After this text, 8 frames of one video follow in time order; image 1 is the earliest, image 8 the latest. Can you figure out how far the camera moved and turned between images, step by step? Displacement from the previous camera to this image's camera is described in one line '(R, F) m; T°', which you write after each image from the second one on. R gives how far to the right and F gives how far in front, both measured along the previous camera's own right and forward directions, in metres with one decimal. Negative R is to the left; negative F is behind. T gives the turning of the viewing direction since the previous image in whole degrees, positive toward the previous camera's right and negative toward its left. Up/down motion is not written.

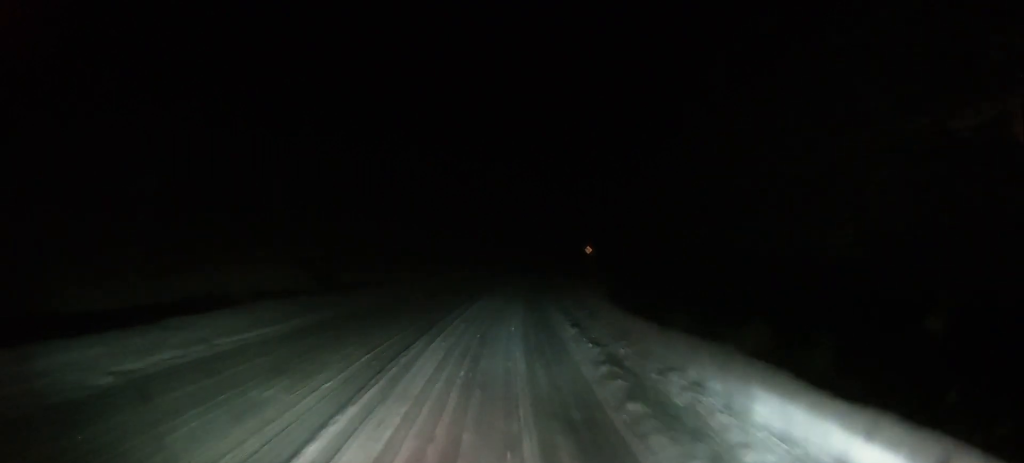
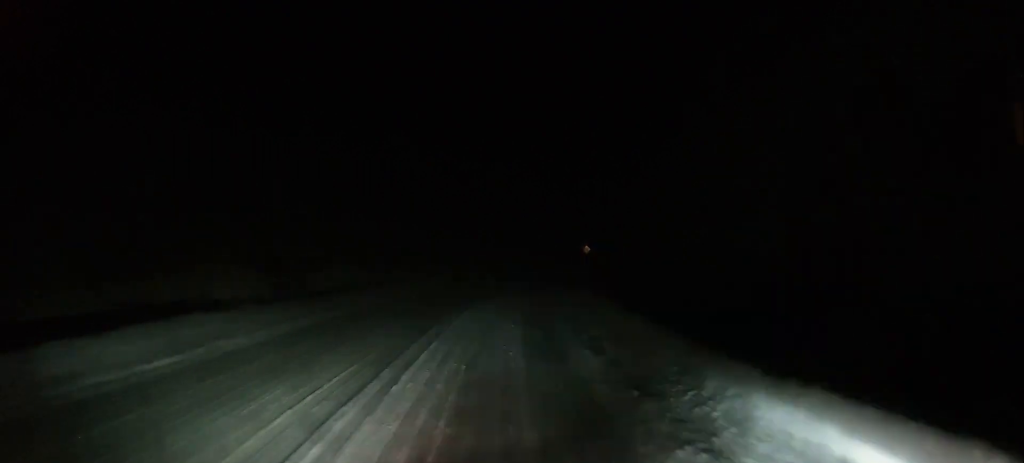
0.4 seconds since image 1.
(-0.3, +6.0) m; 0°
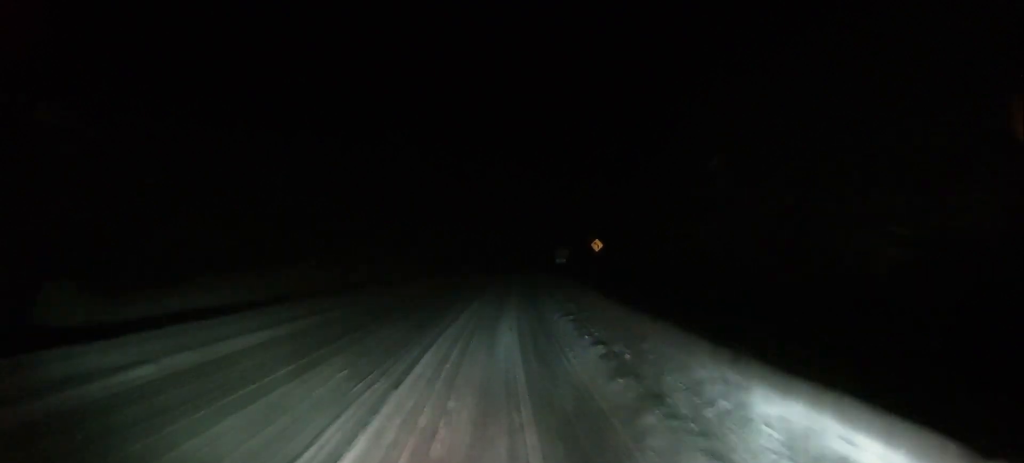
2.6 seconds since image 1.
(+1.0, +29.5) m; +3°
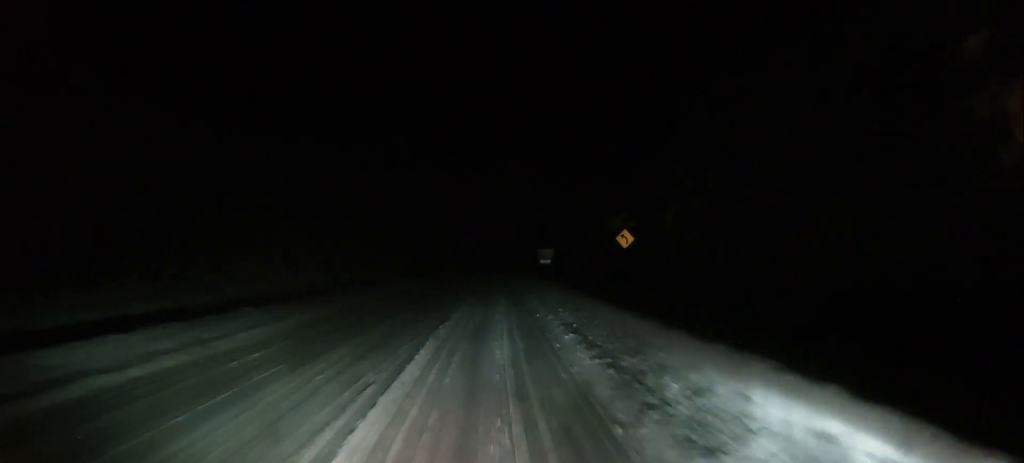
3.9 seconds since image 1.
(+0.2, +18.1) m; +3°
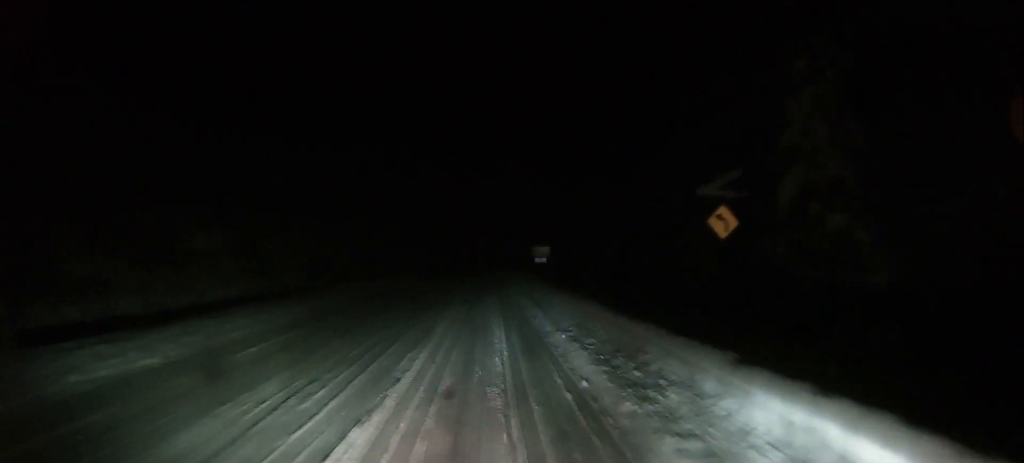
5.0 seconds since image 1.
(+0.4, +15.7) m; 0°
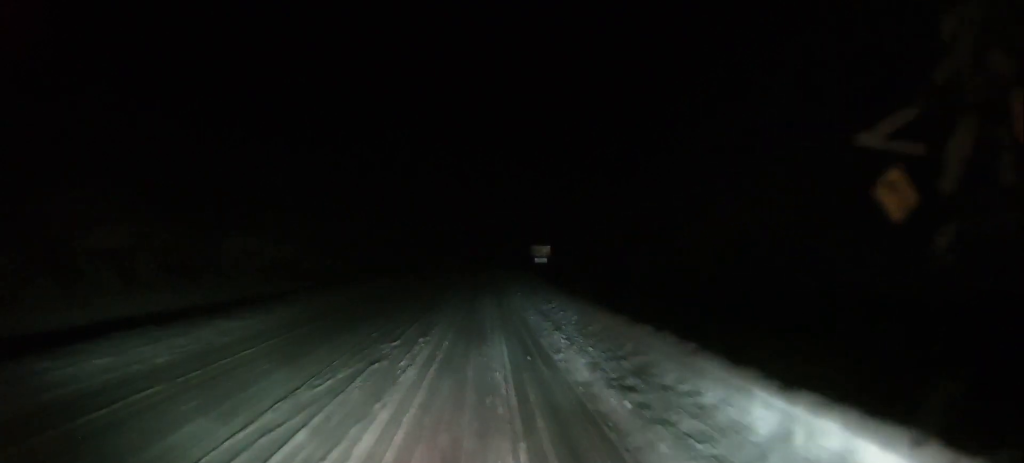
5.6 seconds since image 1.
(-0.3, +8.8) m; 0°
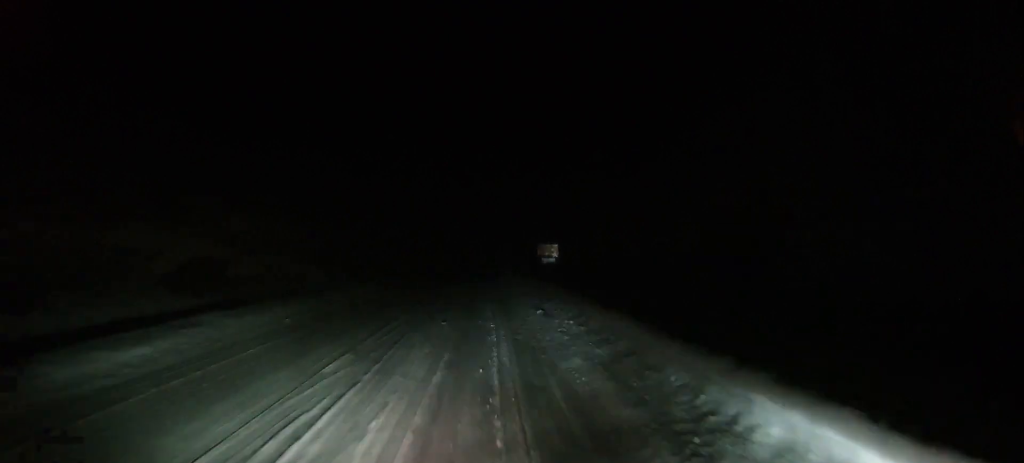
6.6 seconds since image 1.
(+0.3, +12.9) m; +1°
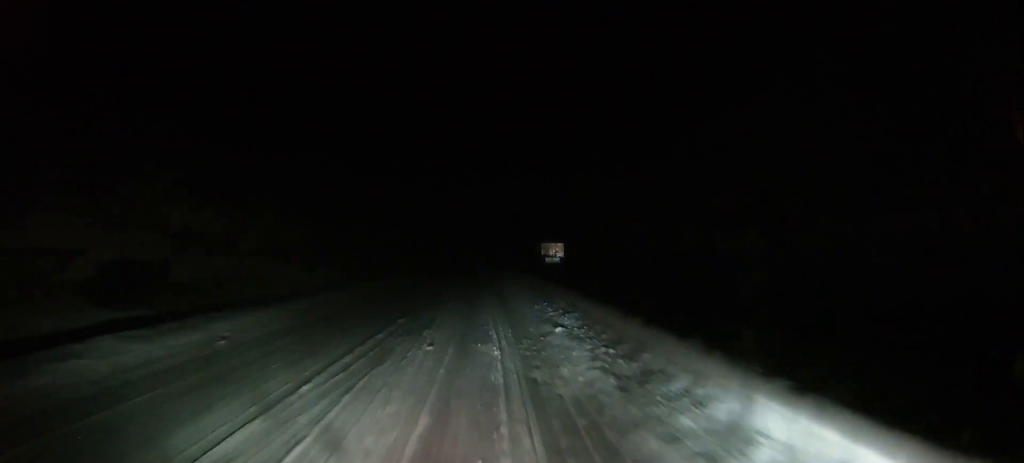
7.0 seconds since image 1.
(+0.1, +6.5) m; 0°
